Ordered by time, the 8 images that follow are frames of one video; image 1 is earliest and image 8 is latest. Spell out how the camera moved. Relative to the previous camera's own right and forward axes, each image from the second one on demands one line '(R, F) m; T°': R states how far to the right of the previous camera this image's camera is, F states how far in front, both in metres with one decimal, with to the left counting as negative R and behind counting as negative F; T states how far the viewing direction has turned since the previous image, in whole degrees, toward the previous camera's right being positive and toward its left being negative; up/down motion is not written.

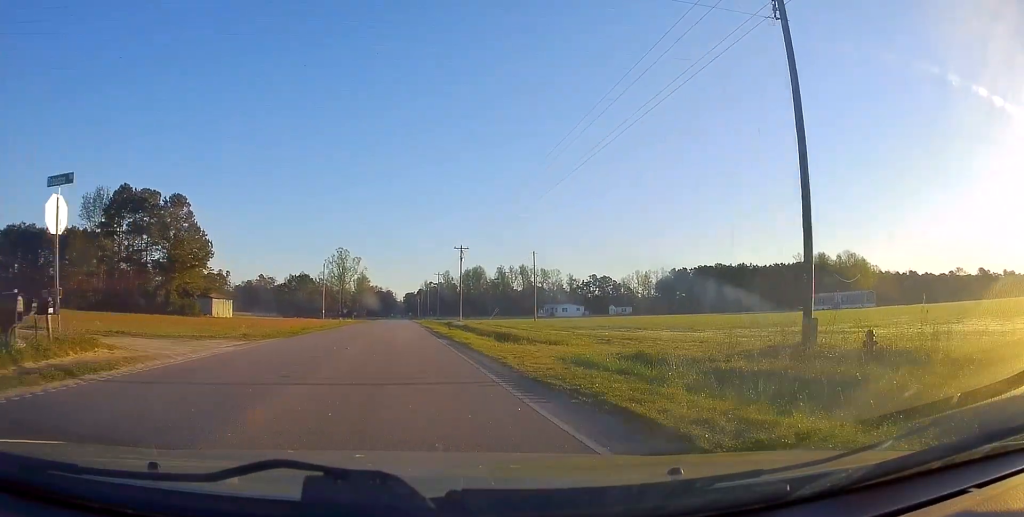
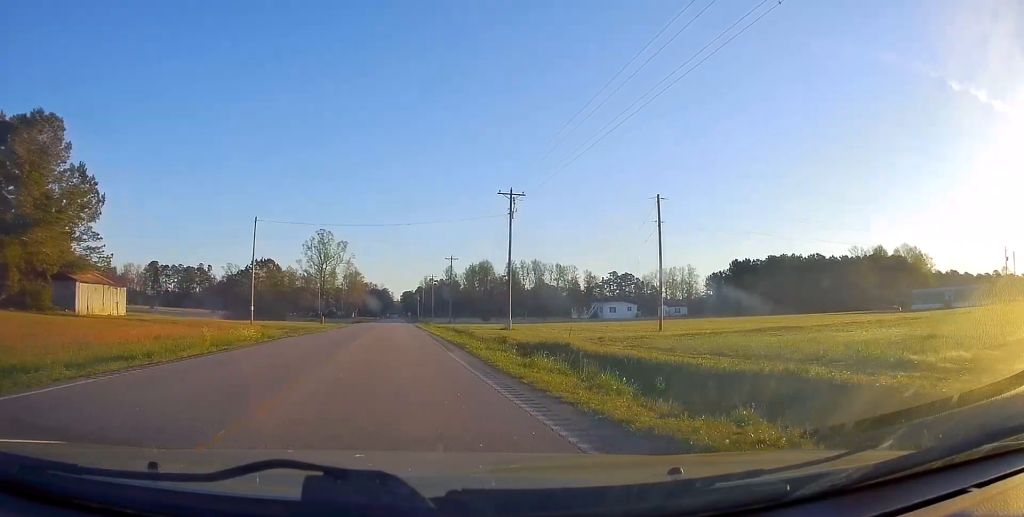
(+1.1, +44.3) m; +1°
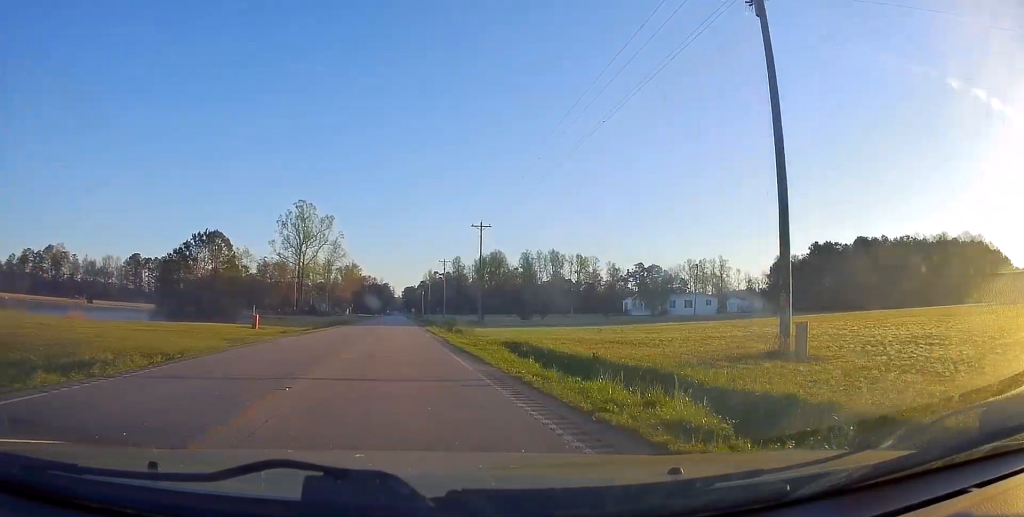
(-0.6, +37.0) m; -1°
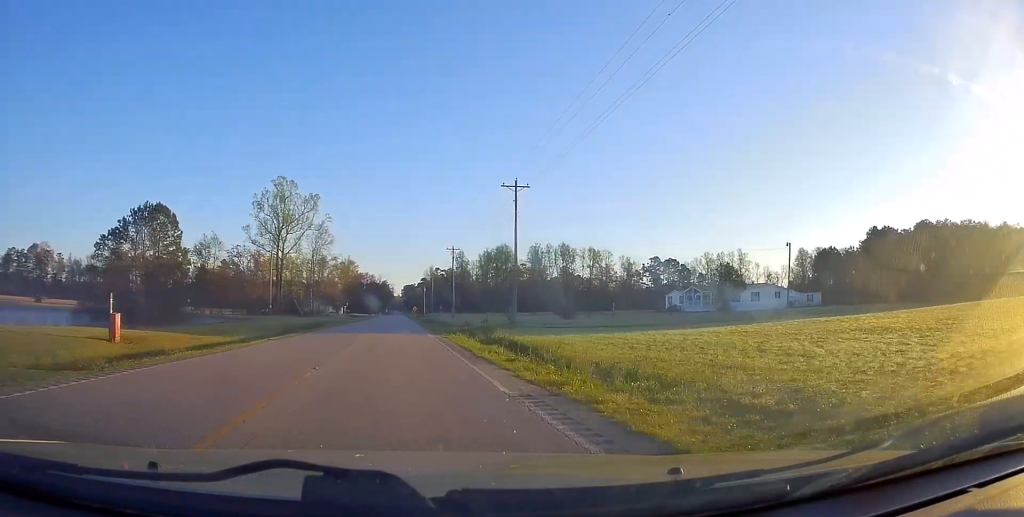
(+0.2, +21.3) m; +1°
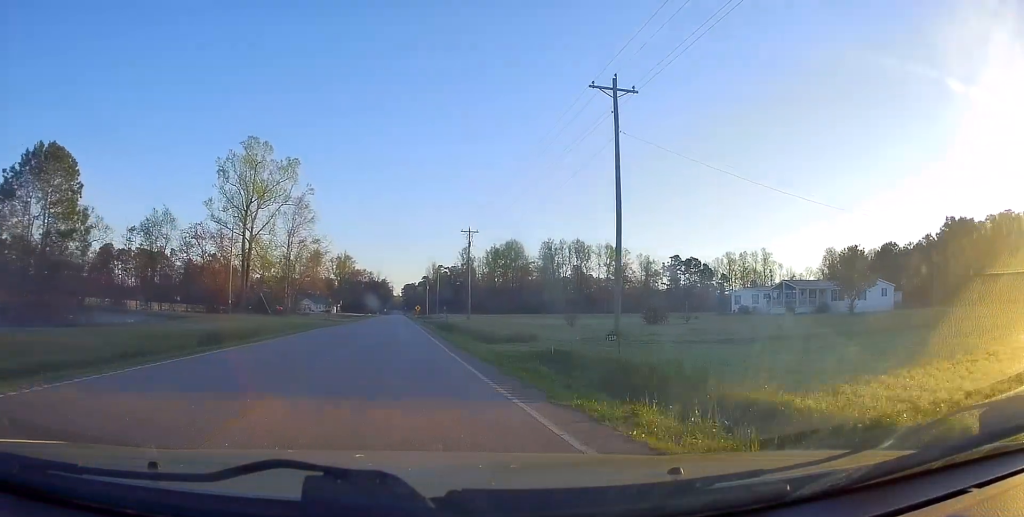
(+0.3, +22.8) m; -1°
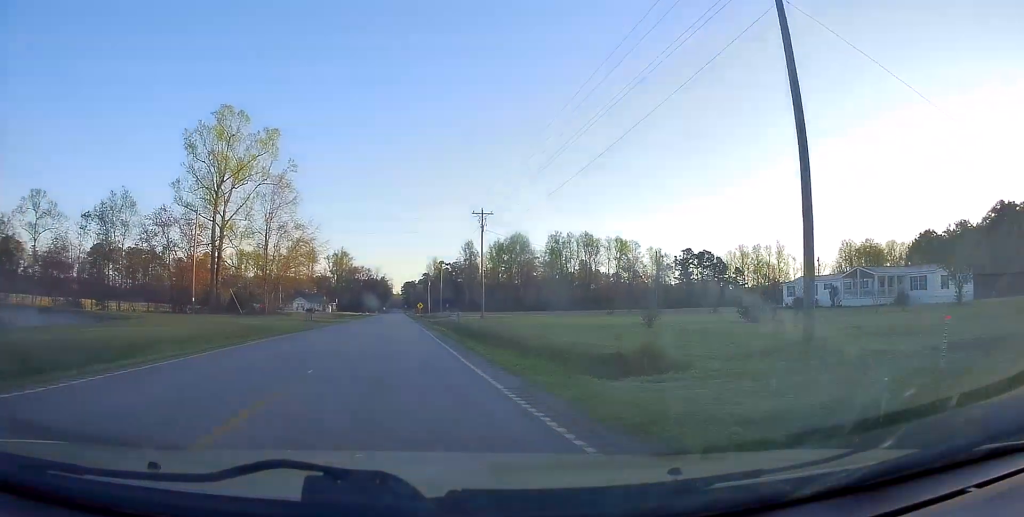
(-0.4, +13.0) m; 0°
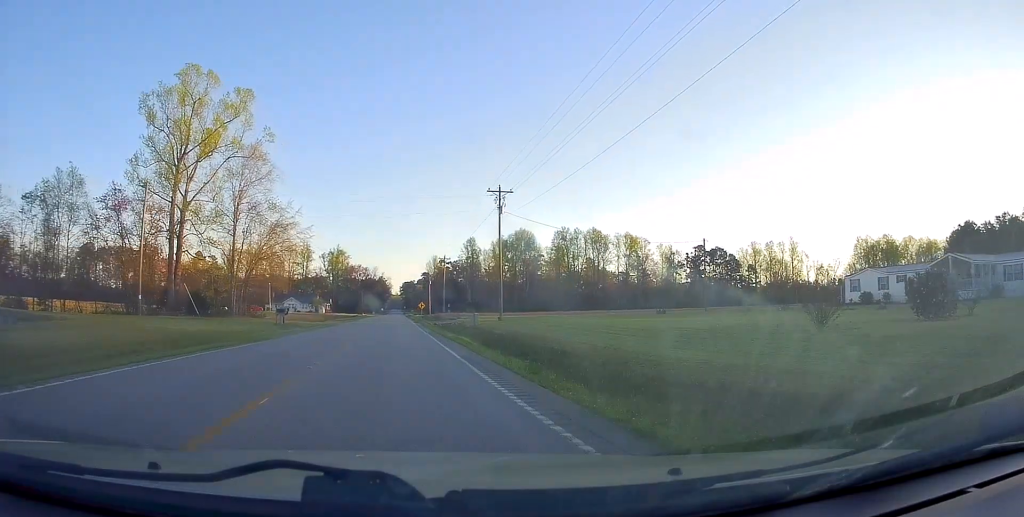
(-0.3, +12.5) m; 0°
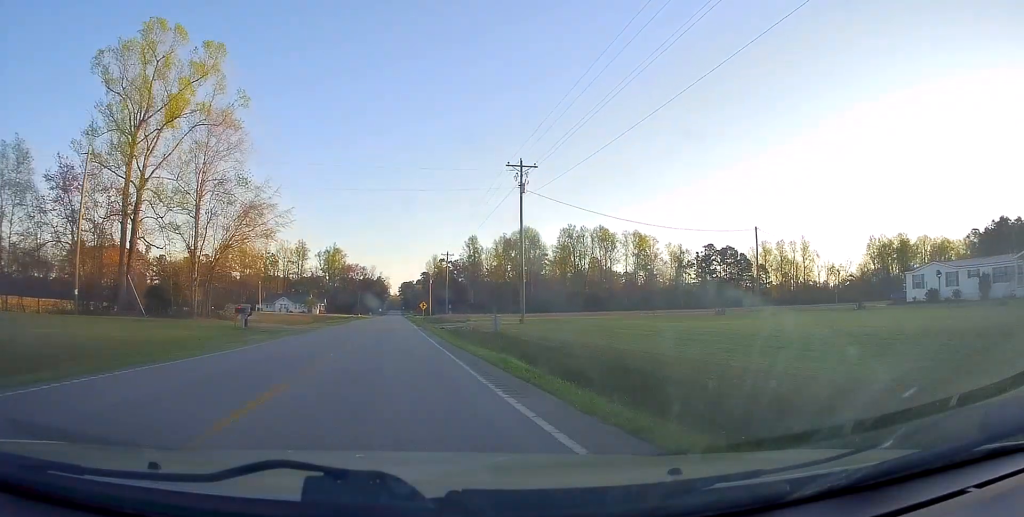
(+0.3, +10.1) m; 0°
